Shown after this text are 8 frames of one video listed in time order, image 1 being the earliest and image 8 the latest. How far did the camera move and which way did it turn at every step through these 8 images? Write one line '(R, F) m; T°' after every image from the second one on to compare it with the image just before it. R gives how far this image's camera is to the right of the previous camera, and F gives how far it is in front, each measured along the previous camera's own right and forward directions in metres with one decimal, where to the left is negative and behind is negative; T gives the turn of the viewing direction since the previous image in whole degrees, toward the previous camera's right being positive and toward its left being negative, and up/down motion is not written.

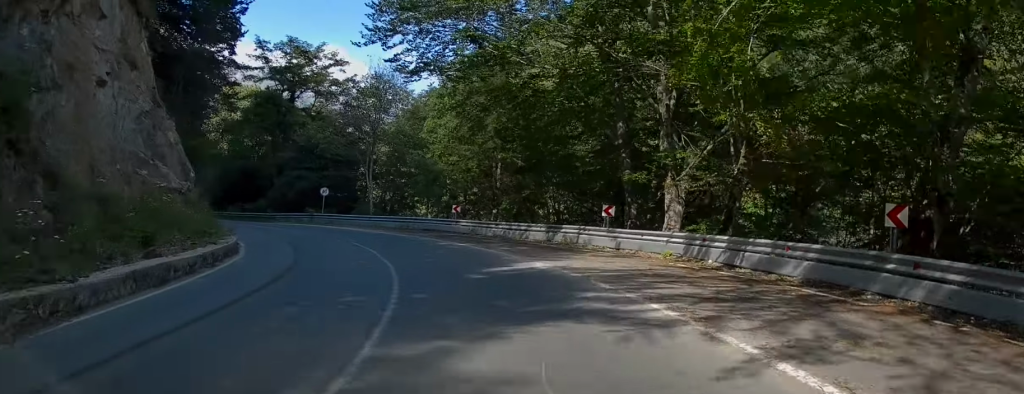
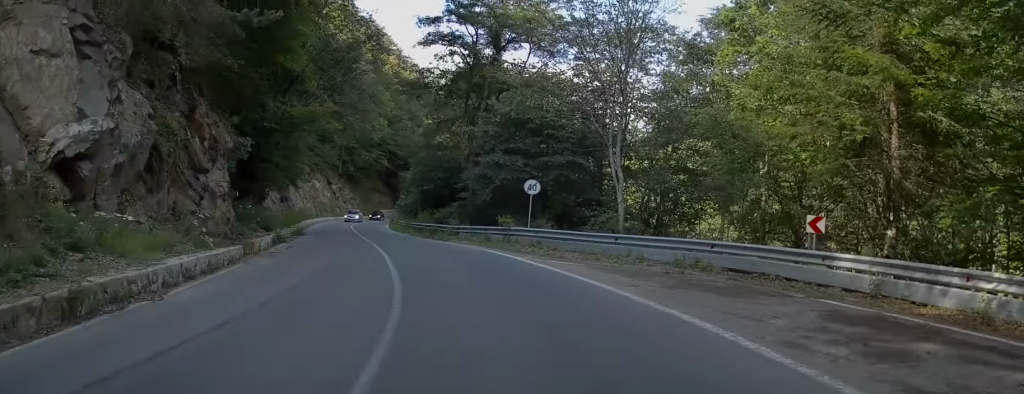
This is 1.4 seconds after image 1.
(-5.0, +20.8) m; -23°
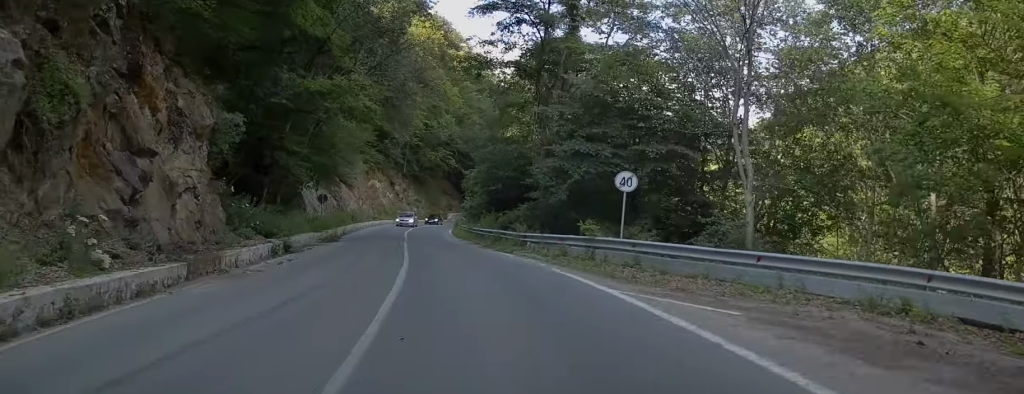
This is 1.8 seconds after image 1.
(-0.6, +6.9) m; -6°
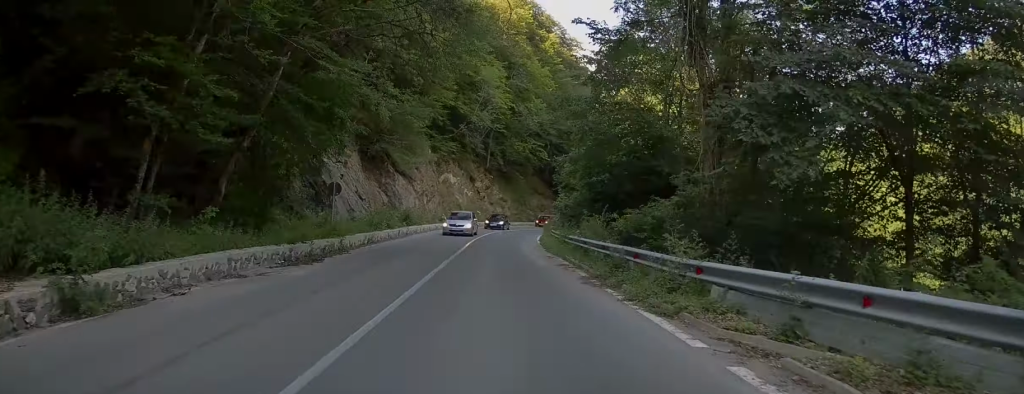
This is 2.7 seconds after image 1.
(-1.2, +14.1) m; -6°
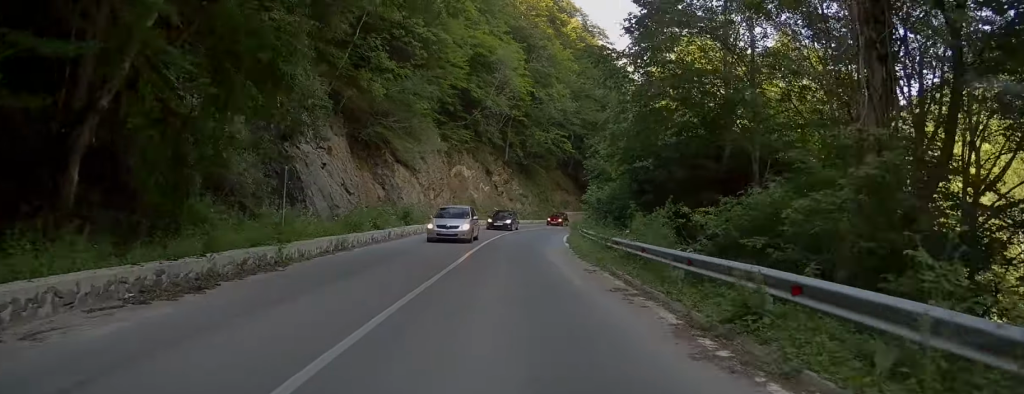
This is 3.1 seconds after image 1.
(-0.1, +7.1) m; -2°
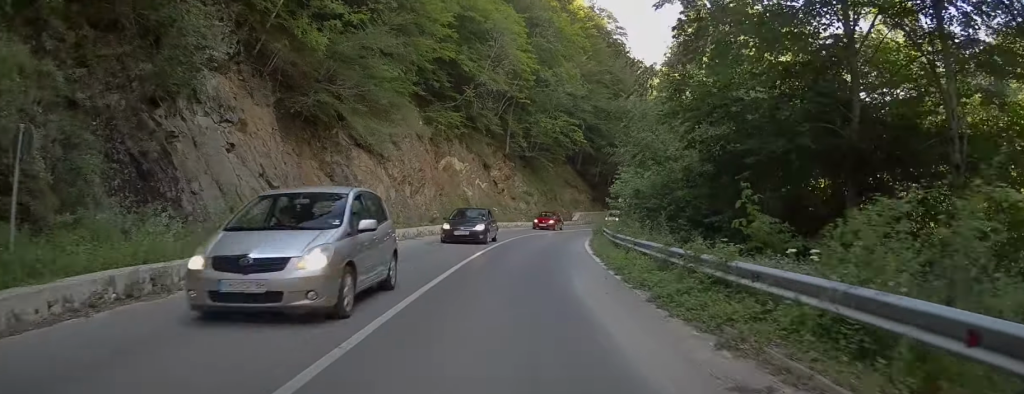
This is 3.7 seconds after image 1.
(-0.1, +10.4) m; 0°
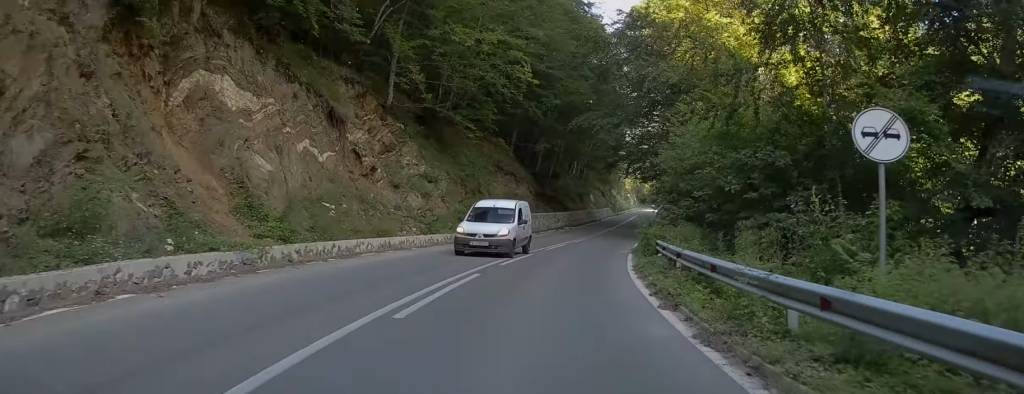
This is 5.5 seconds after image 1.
(+0.6, +30.4) m; +4°
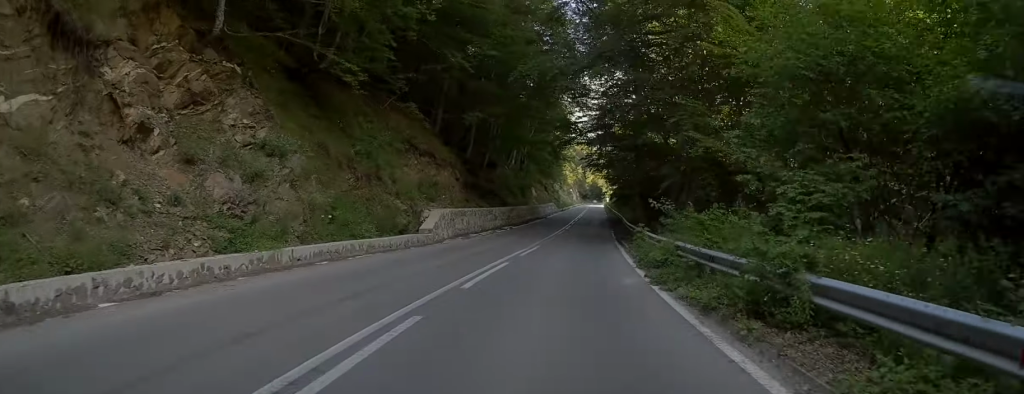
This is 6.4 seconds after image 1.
(+0.4, +14.4) m; +3°
